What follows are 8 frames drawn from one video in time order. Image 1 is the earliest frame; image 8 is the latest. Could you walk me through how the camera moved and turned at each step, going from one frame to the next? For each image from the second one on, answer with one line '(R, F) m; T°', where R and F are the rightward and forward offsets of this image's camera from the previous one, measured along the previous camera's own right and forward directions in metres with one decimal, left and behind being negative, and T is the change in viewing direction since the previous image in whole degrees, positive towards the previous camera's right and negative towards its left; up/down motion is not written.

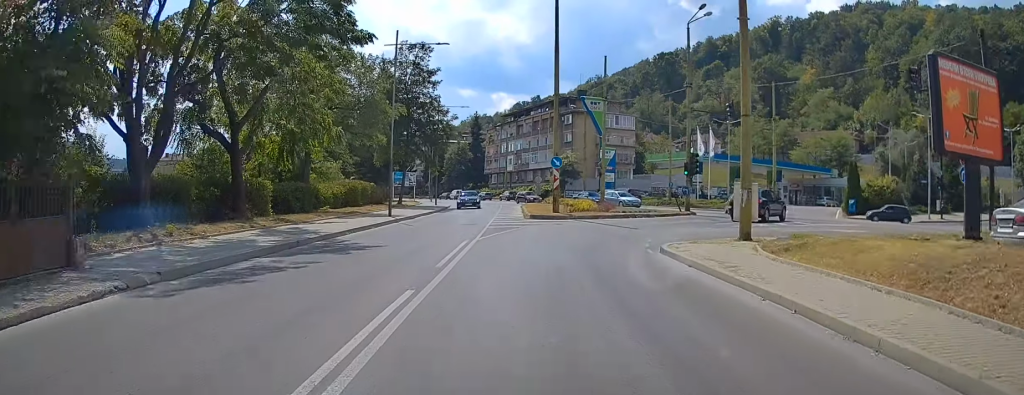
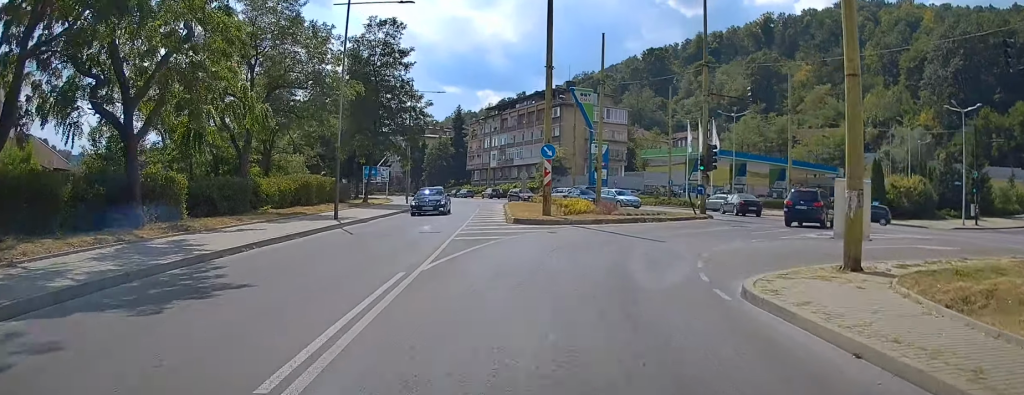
(-0.1, +6.7) m; -1°
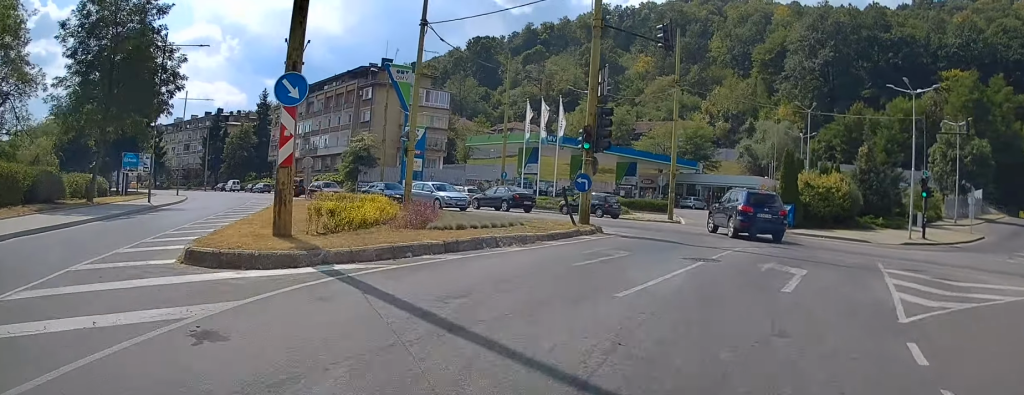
(+1.1, +14.0) m; +12°
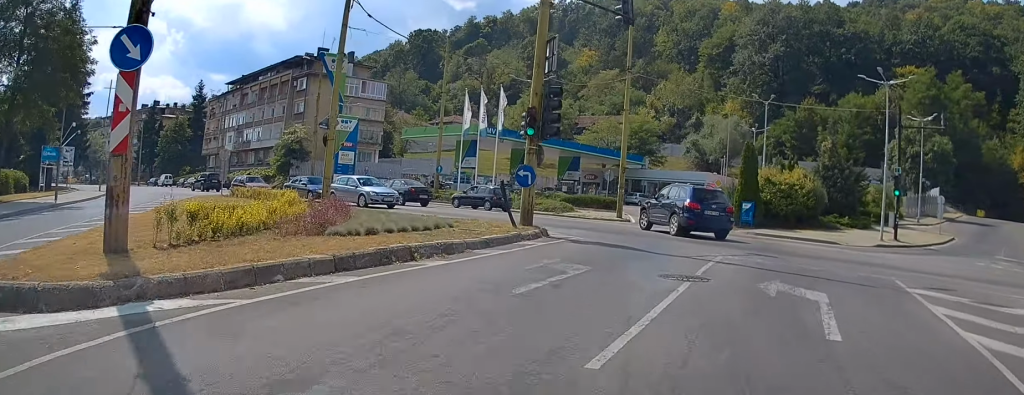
(+0.2, +3.4) m; +4°
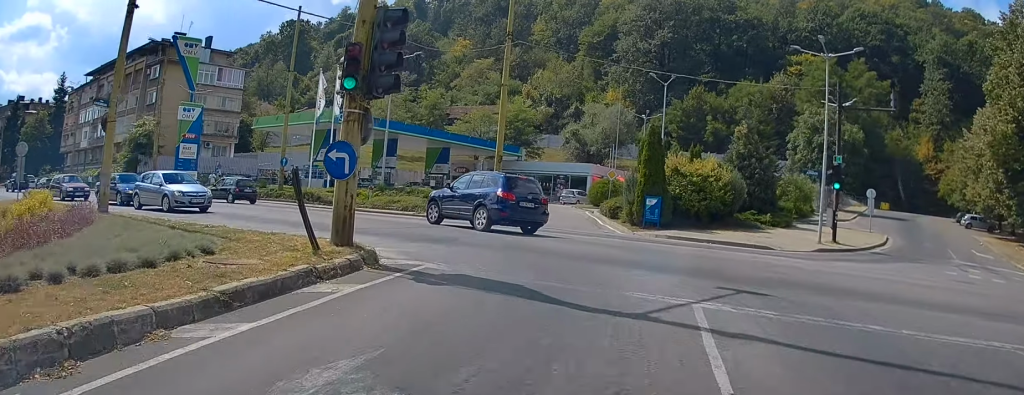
(+0.3, +7.1) m; +8°
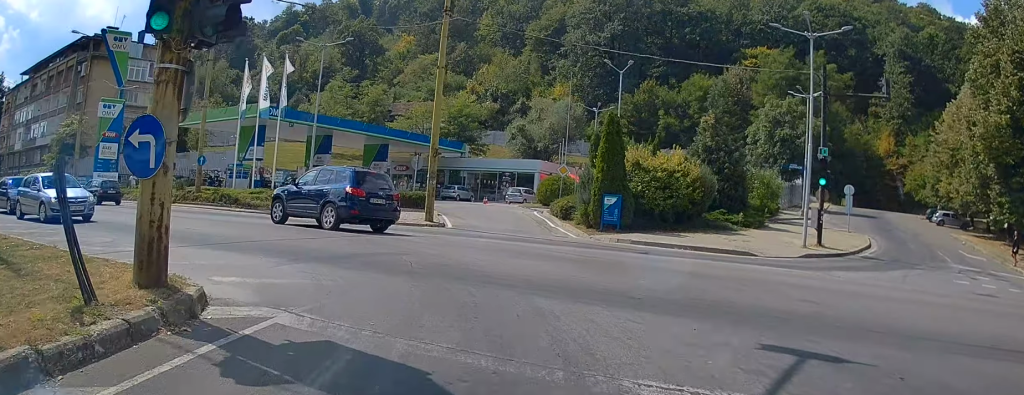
(+0.2, +4.0) m; +4°
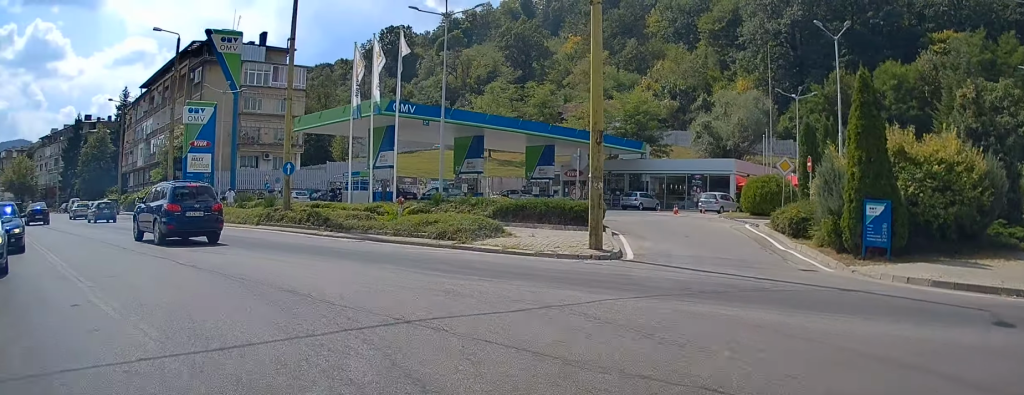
(+0.7, +9.2) m; -7°
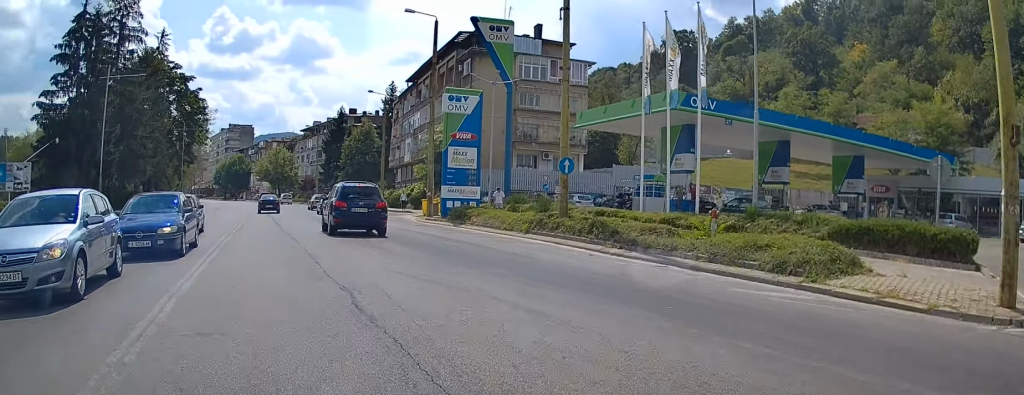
(-0.7, +4.8) m; -15°
